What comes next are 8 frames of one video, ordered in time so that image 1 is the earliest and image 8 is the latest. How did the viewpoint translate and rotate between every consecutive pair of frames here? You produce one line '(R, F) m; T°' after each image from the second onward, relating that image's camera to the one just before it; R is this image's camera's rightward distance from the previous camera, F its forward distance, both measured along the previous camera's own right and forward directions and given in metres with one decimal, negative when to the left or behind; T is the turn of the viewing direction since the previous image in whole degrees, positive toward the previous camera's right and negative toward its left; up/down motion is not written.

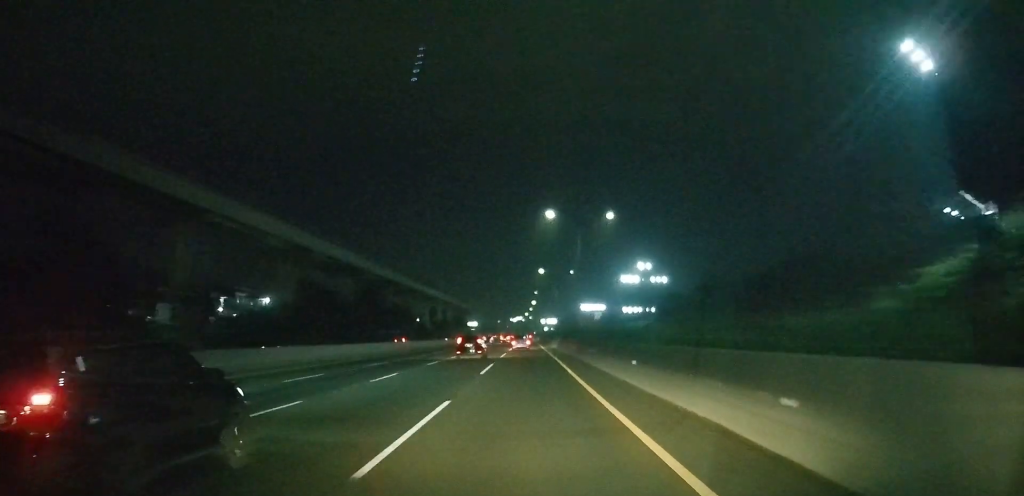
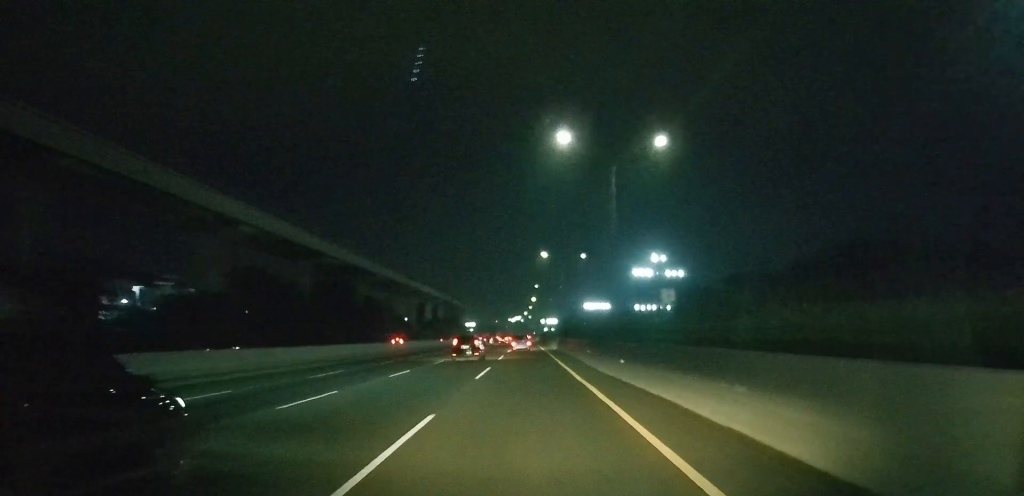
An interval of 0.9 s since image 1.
(+0.1, +25.3) m; 0°
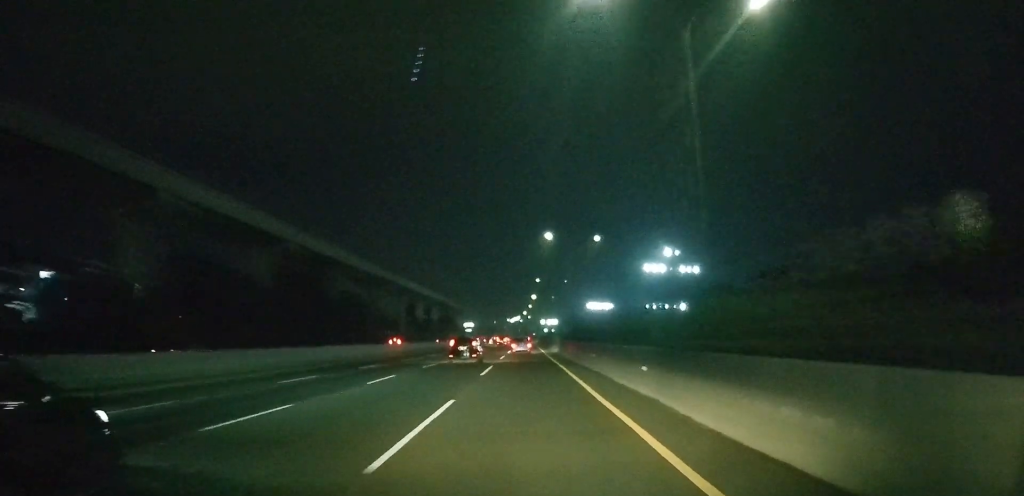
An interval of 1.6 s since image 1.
(0.0, +19.5) m; 0°
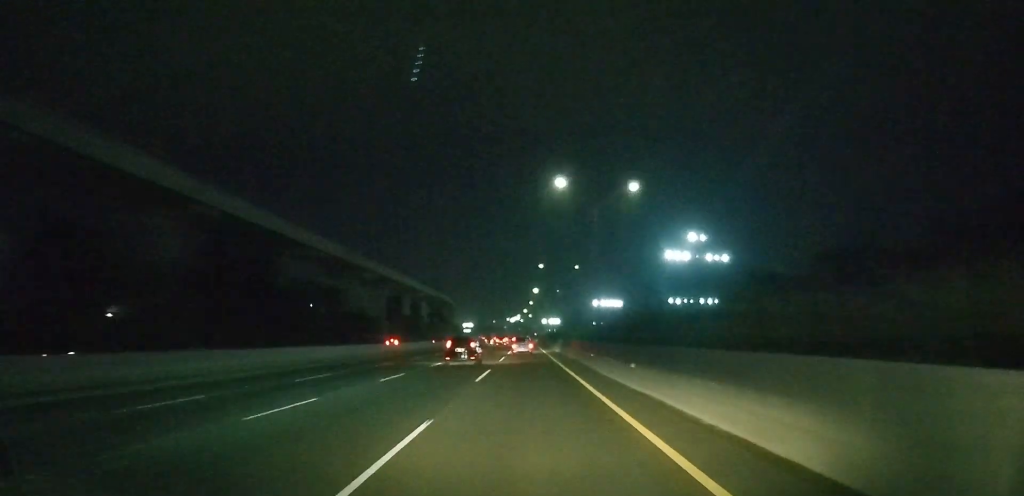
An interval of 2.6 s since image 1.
(0.0, +27.8) m; 0°
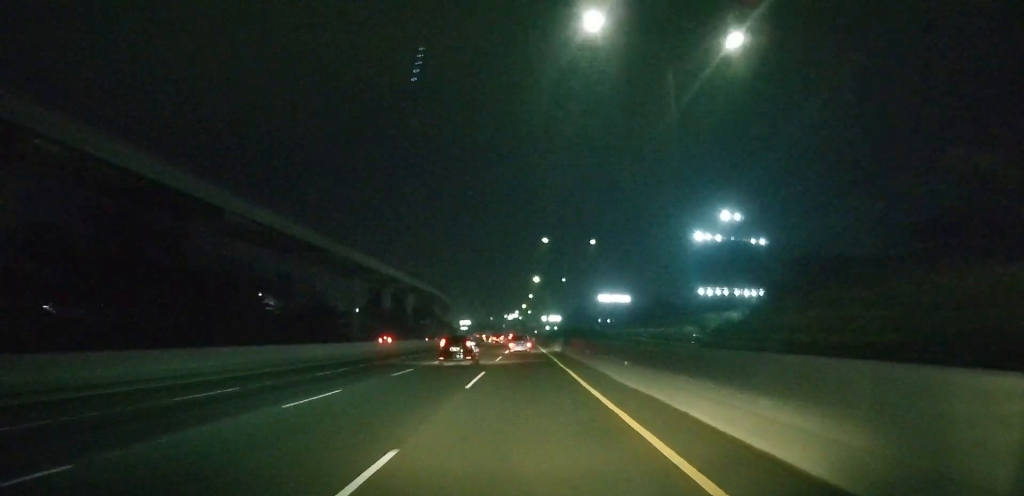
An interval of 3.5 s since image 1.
(0.0, +26.5) m; 0°
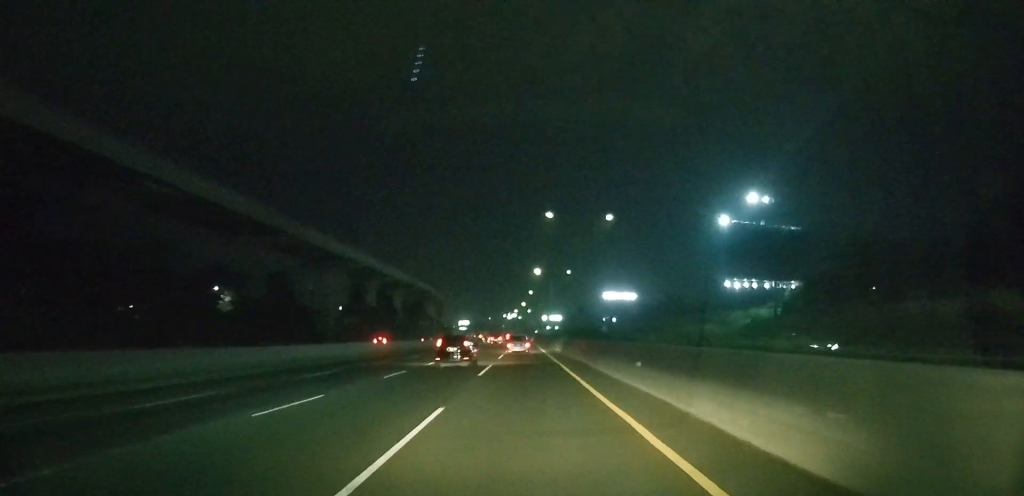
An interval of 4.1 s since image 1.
(0.0, +15.2) m; 0°
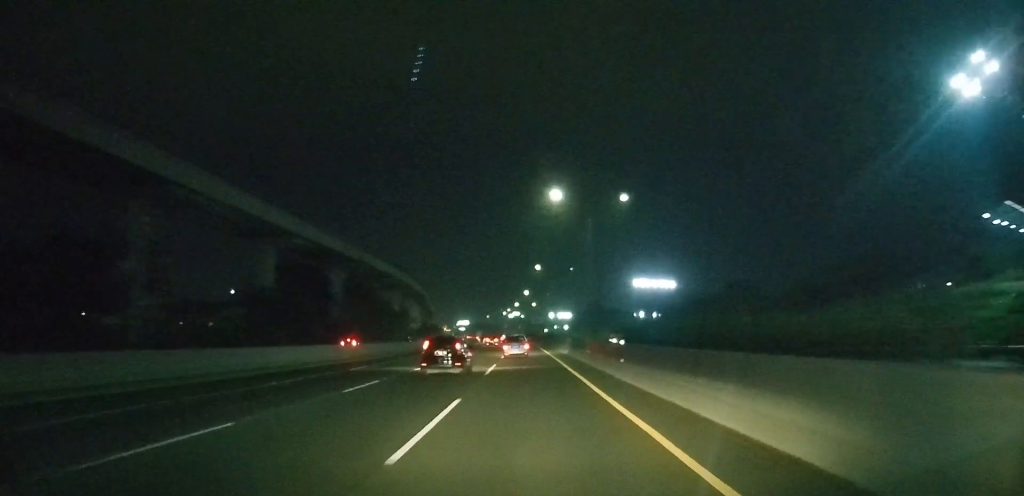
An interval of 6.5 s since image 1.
(-0.3, +53.3) m; 0°
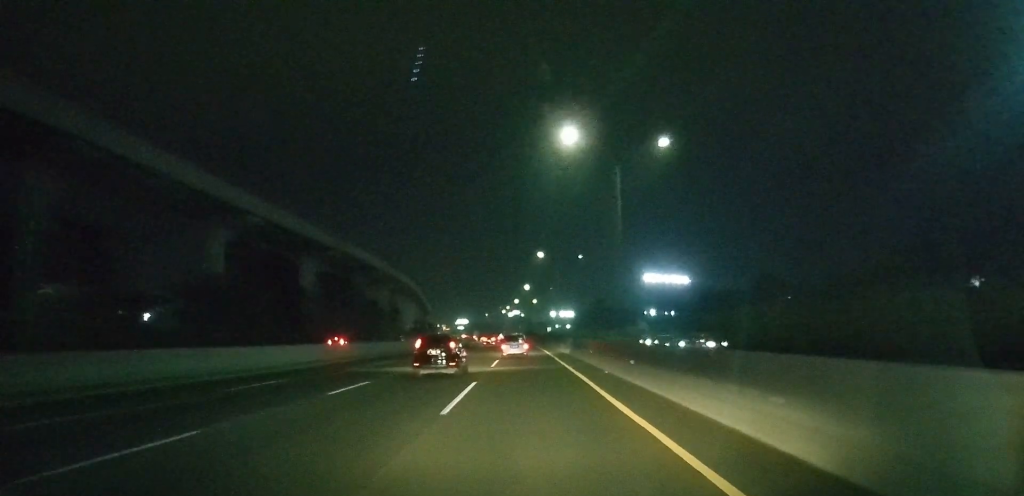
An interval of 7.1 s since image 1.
(0.0, +12.1) m; 0°
